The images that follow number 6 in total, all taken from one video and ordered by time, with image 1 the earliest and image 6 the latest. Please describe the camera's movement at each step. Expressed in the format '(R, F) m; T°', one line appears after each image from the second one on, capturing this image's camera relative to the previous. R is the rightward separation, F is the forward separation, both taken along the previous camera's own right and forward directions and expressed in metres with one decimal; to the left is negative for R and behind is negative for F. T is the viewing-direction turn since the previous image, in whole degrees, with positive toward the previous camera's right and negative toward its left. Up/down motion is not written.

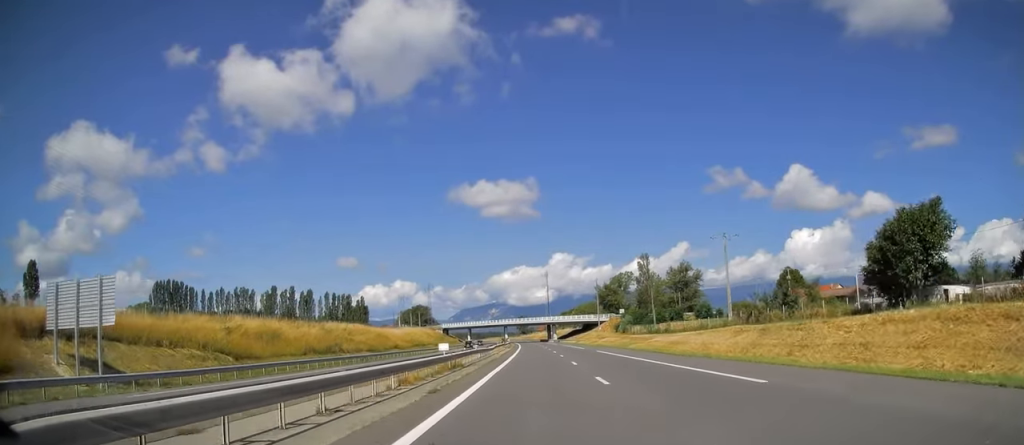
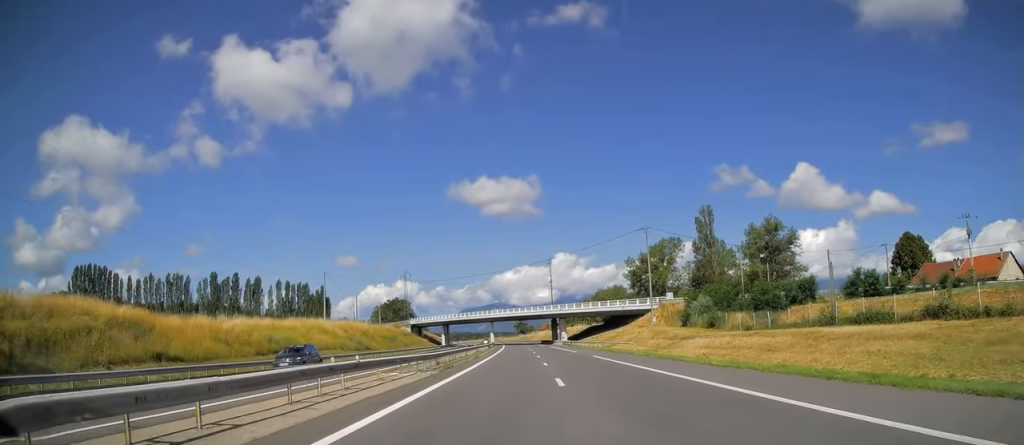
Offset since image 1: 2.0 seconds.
(0.0, +65.0) m; 0°
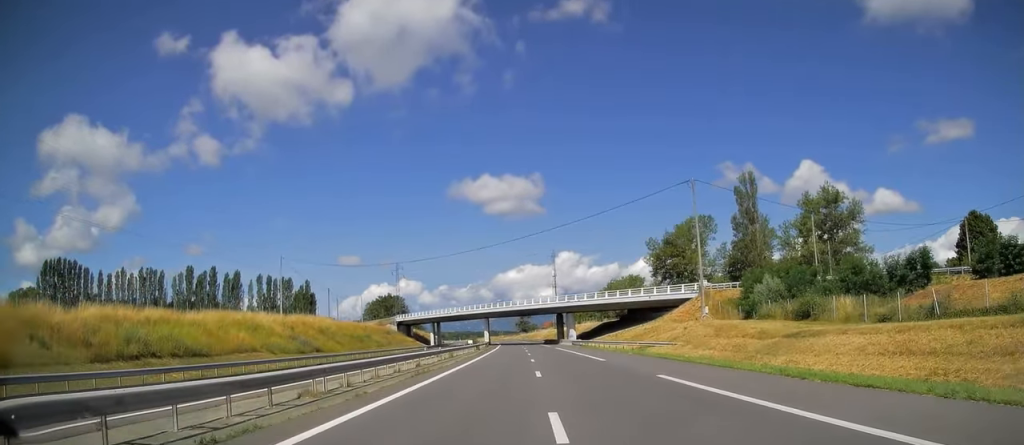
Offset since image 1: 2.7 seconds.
(0.0, +22.0) m; 0°
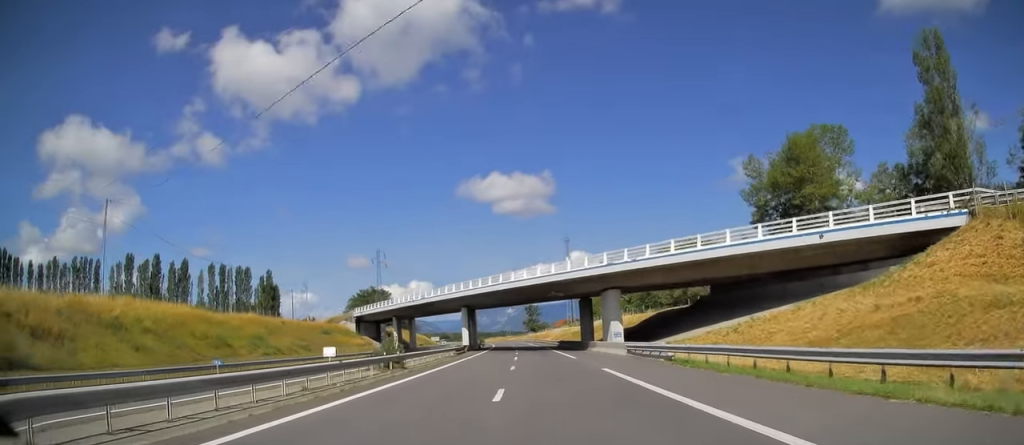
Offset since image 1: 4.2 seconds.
(-0.4, +46.5) m; -1°
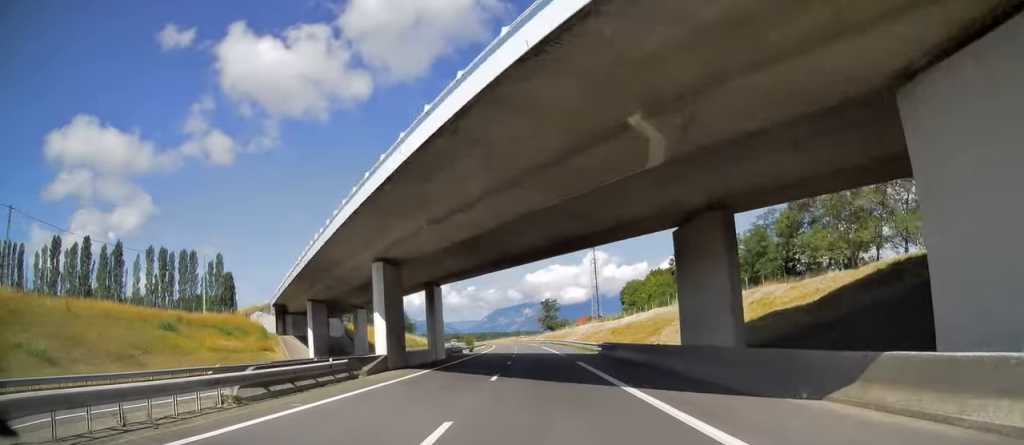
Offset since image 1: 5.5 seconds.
(-0.3, +44.8) m; -1°
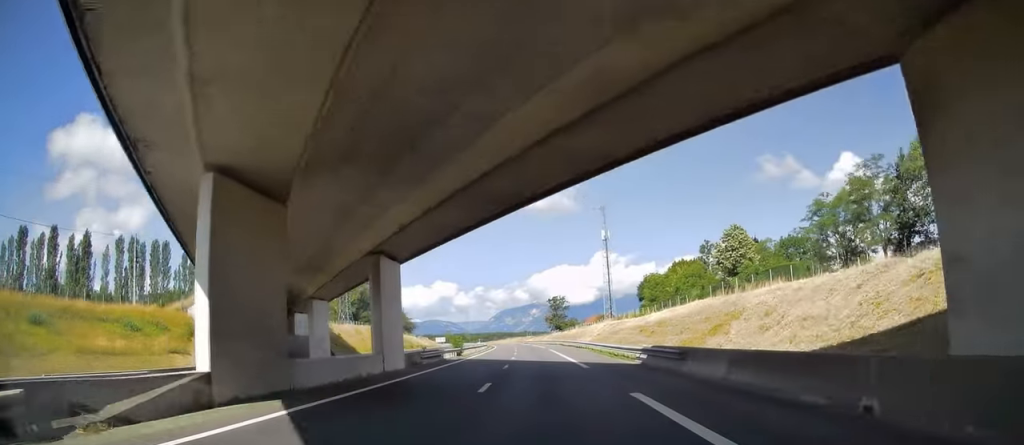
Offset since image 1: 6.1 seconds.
(-0.3, +17.1) m; -1°
